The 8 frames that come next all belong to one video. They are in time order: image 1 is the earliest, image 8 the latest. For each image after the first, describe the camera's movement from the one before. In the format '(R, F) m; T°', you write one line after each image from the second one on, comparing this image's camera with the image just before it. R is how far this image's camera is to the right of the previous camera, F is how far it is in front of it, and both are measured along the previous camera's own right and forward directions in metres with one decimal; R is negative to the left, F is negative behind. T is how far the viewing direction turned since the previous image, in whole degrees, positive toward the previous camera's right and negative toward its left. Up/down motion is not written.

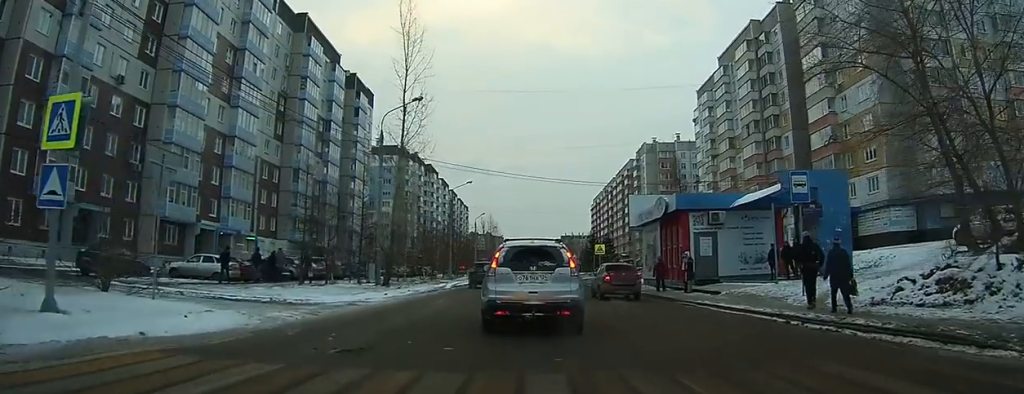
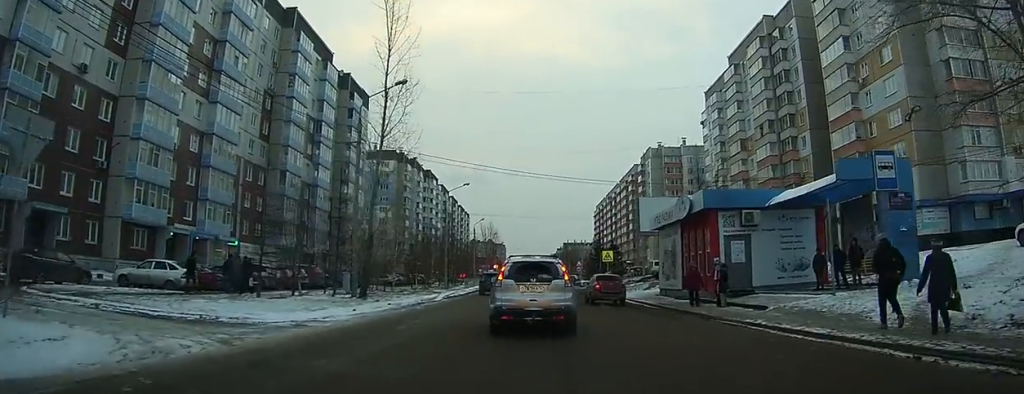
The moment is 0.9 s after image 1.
(+0.1, +4.3) m; +1°
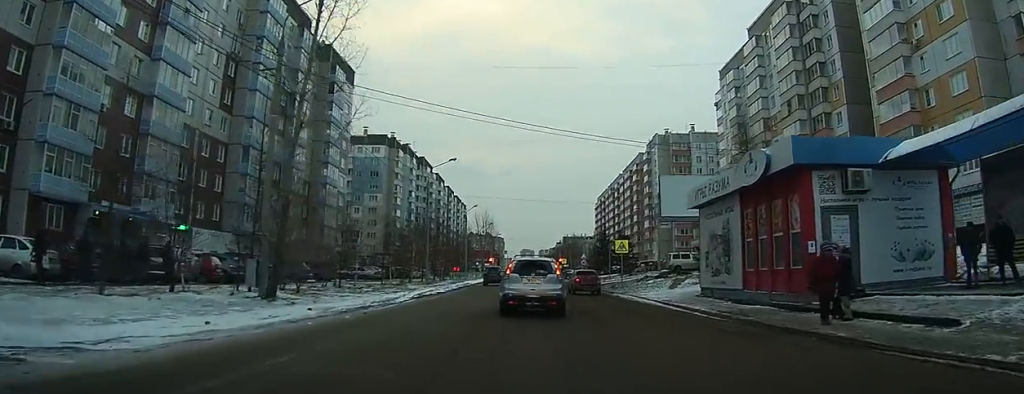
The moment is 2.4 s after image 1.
(+0.1, +9.3) m; +1°
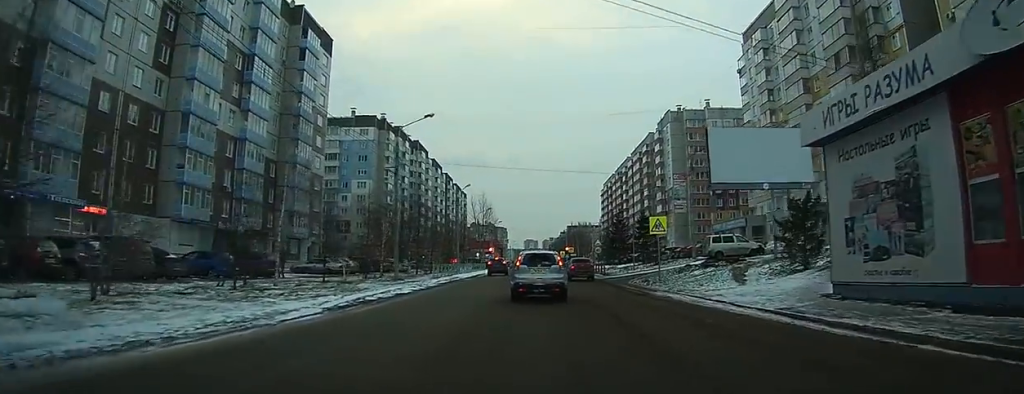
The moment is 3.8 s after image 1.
(+0.1, +11.5) m; 0°
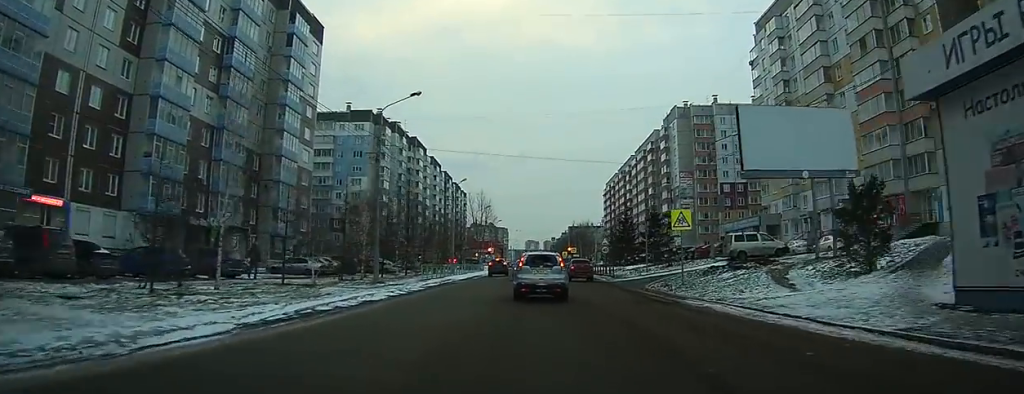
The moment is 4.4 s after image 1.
(0.0, +4.7) m; -1°
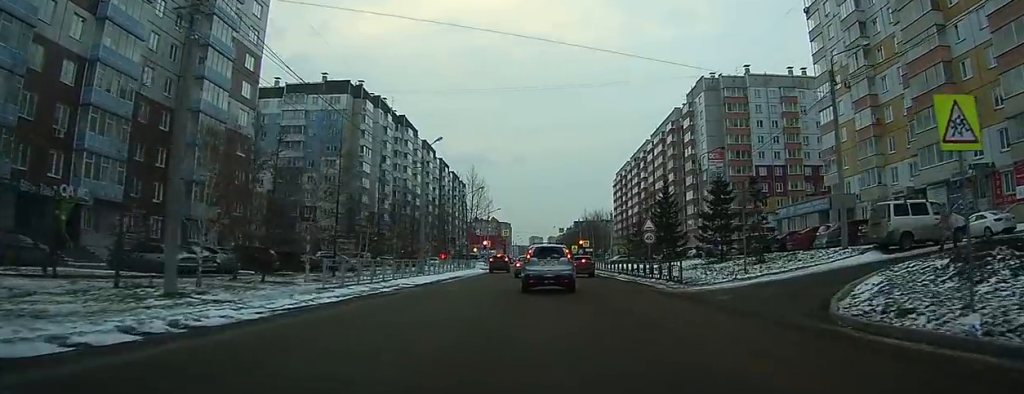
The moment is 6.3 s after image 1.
(-0.1, +18.2) m; +2°
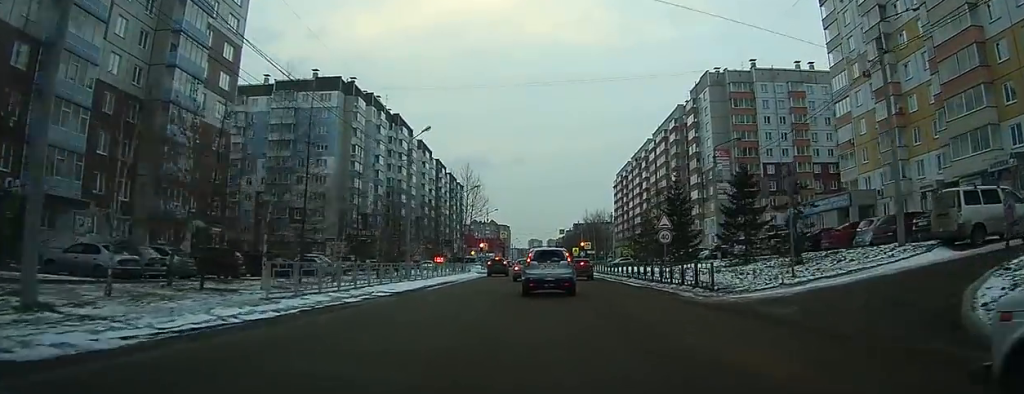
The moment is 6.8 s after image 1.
(+0.1, +4.4) m; +1°
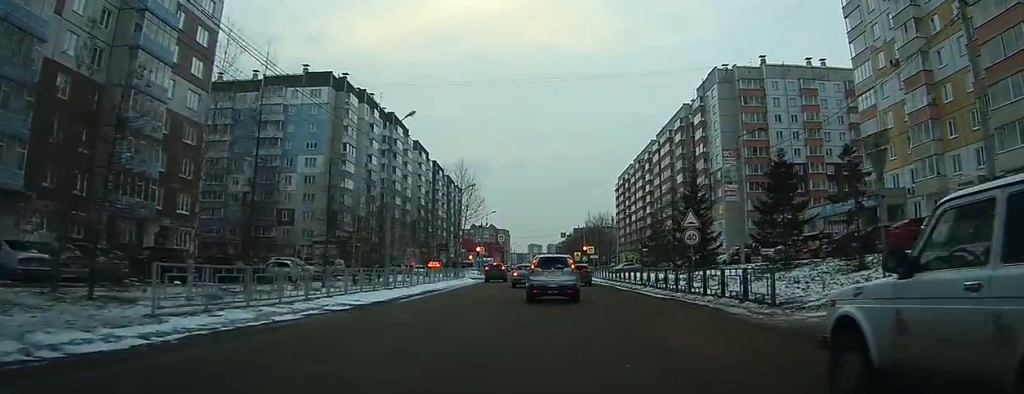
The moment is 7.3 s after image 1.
(0.0, +5.3) m; +1°
